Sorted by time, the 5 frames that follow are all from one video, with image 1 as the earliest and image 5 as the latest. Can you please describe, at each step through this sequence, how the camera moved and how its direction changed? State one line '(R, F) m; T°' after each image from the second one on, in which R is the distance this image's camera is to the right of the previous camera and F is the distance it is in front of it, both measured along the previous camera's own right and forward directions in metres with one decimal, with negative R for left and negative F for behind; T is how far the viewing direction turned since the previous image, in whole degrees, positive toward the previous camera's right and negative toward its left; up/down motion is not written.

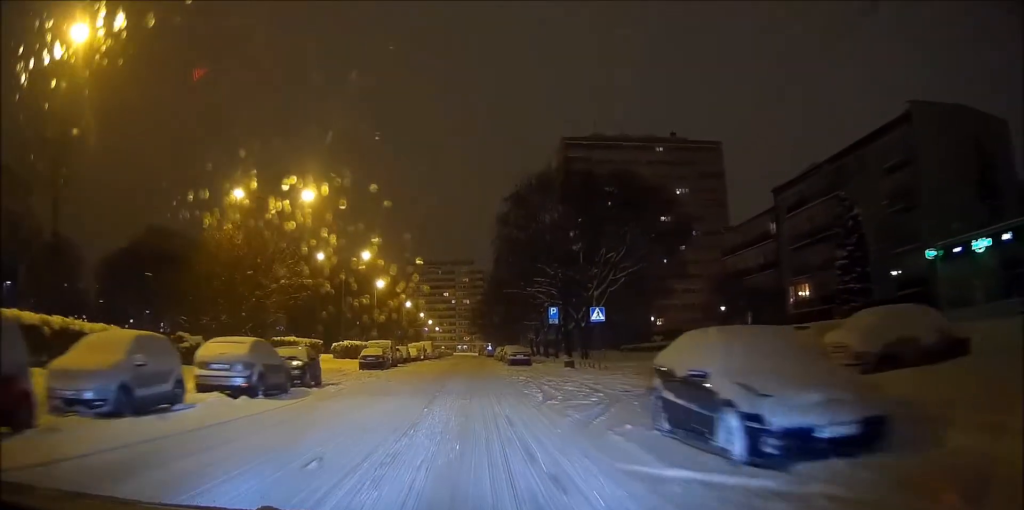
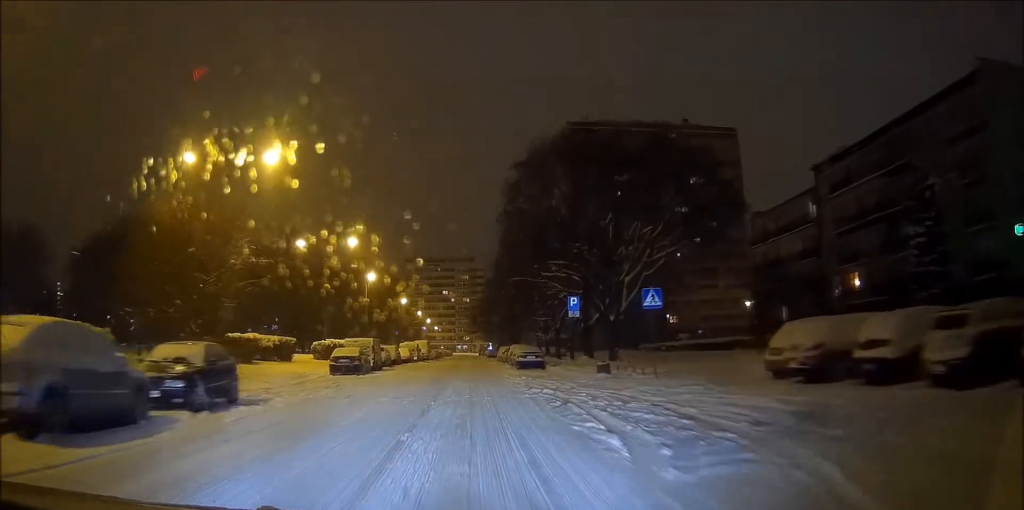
(0.0, +9.4) m; -1°
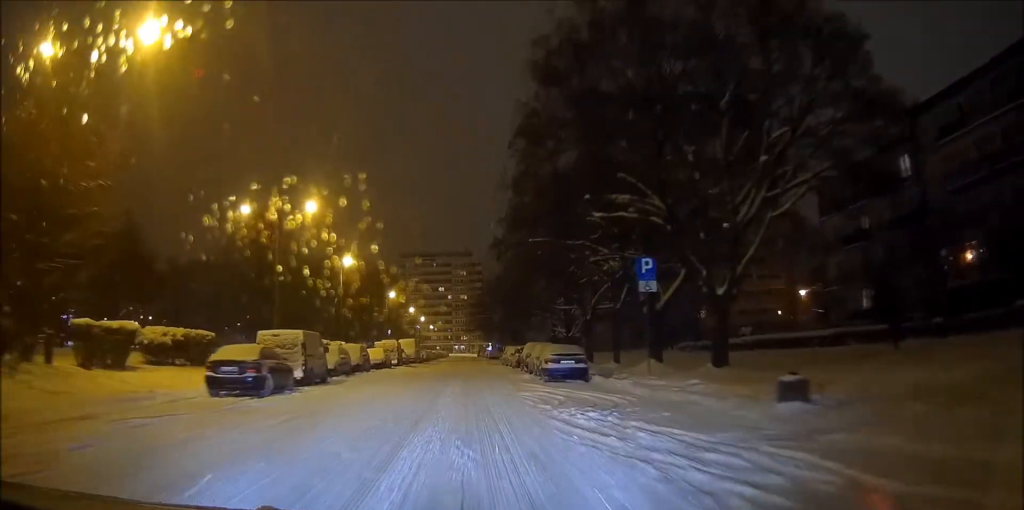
(0.0, +16.6) m; +1°
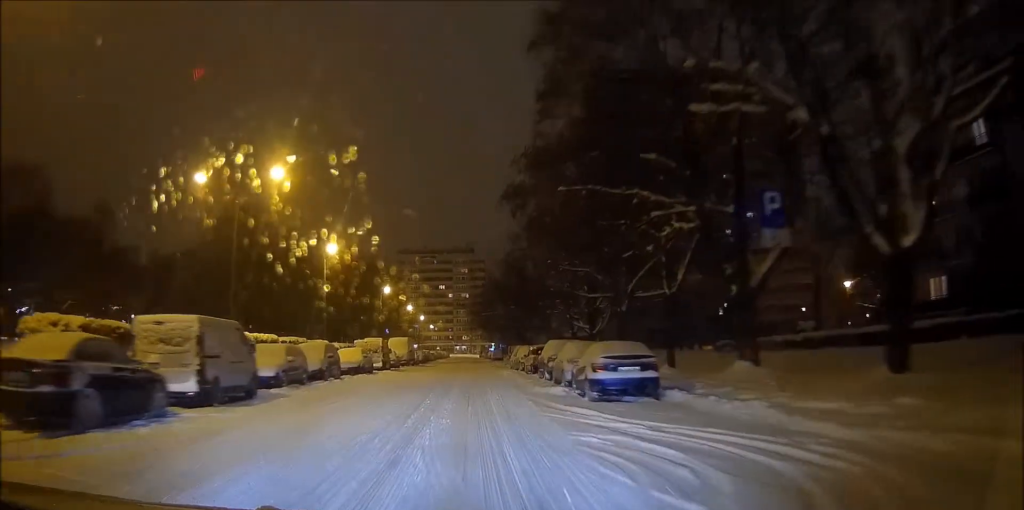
(+0.1, +9.7) m; 0°
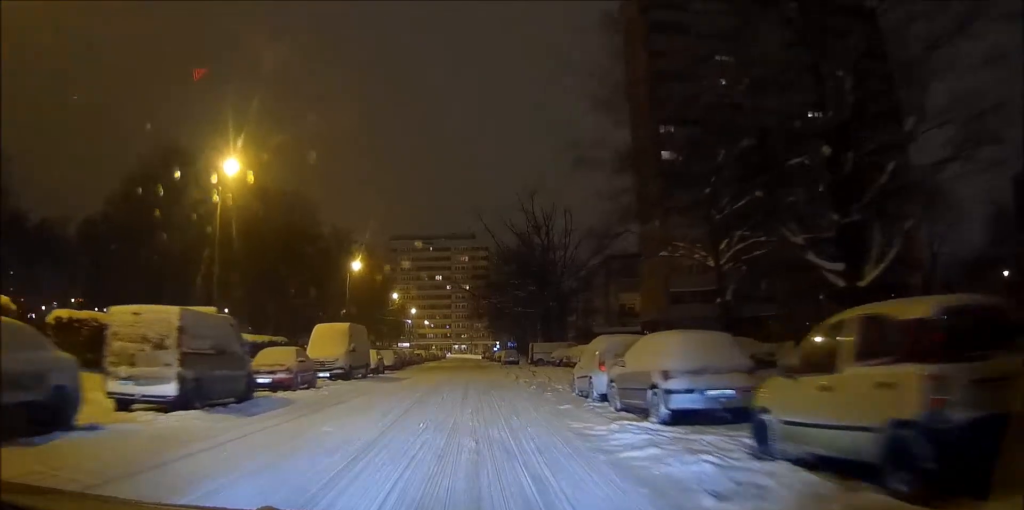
(-0.9, +29.4) m; -2°
